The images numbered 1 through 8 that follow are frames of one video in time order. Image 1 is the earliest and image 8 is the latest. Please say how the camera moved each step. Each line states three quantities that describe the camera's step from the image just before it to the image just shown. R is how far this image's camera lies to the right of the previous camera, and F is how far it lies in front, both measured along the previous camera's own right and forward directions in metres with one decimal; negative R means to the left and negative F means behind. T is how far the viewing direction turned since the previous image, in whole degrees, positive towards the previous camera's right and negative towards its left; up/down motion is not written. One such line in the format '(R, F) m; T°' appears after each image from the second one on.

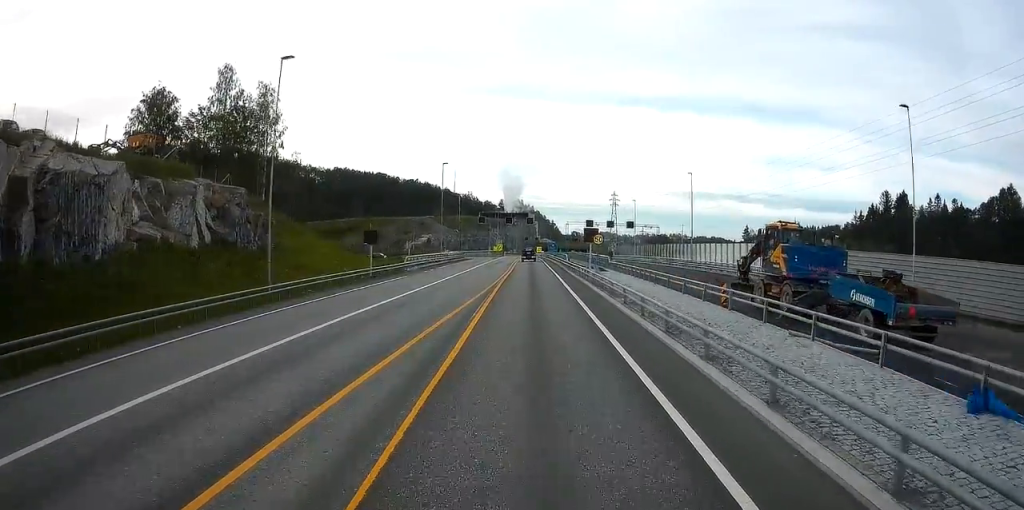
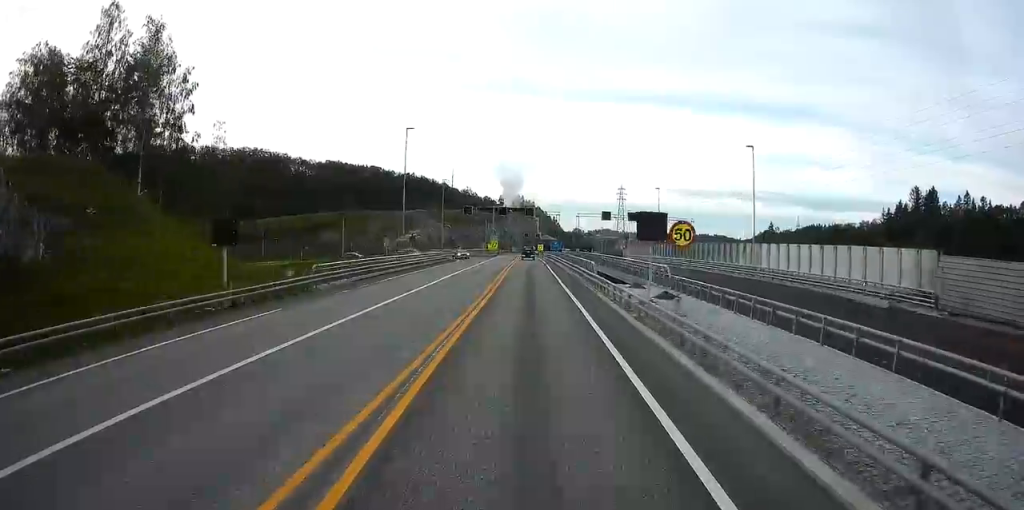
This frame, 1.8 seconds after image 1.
(+0.2, +21.3) m; 0°
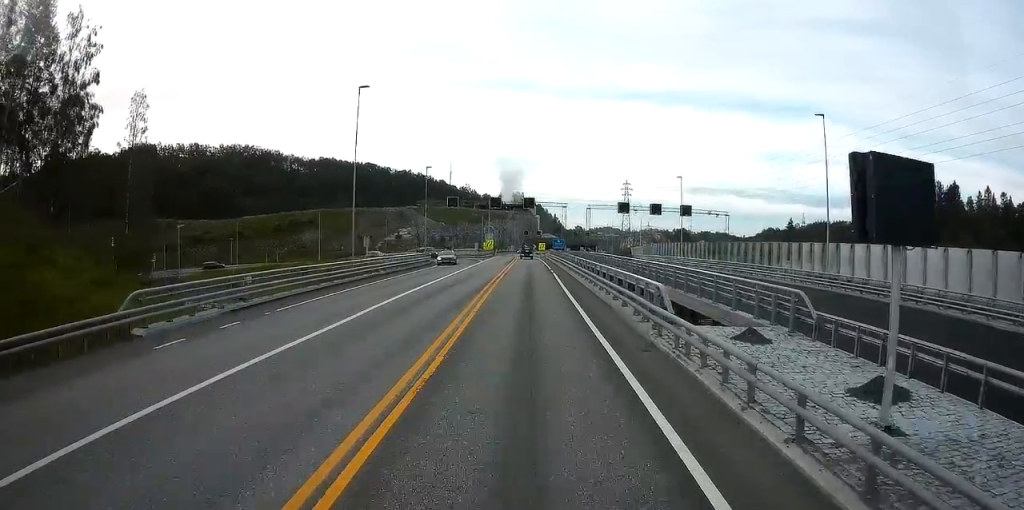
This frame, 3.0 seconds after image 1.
(-0.2, +14.3) m; -1°
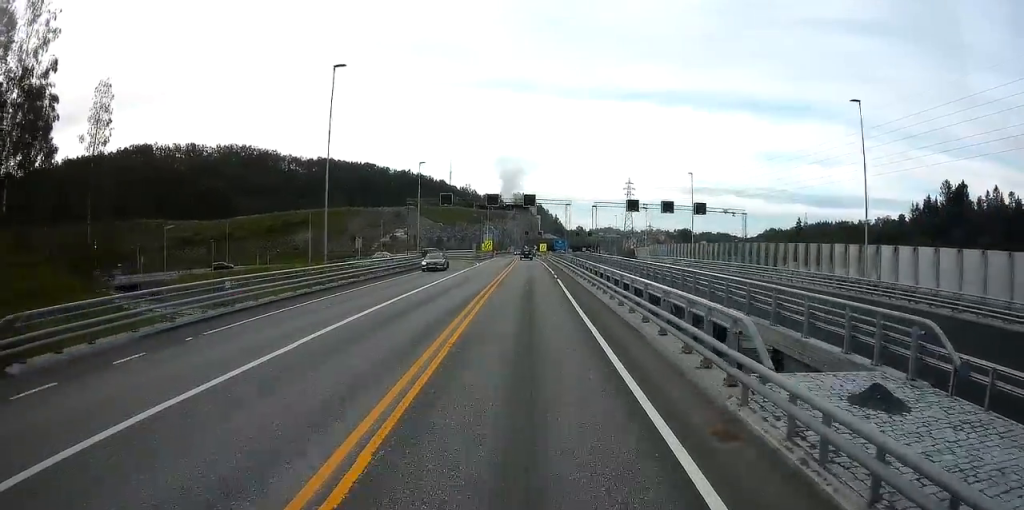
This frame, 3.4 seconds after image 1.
(0.0, +5.1) m; 0°
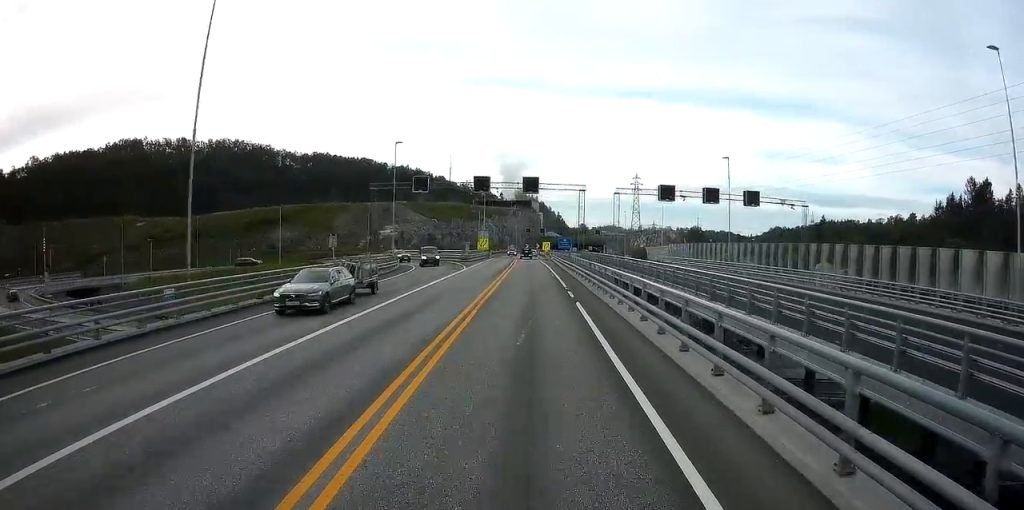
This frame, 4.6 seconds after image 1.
(0.0, +13.6) m; -1°
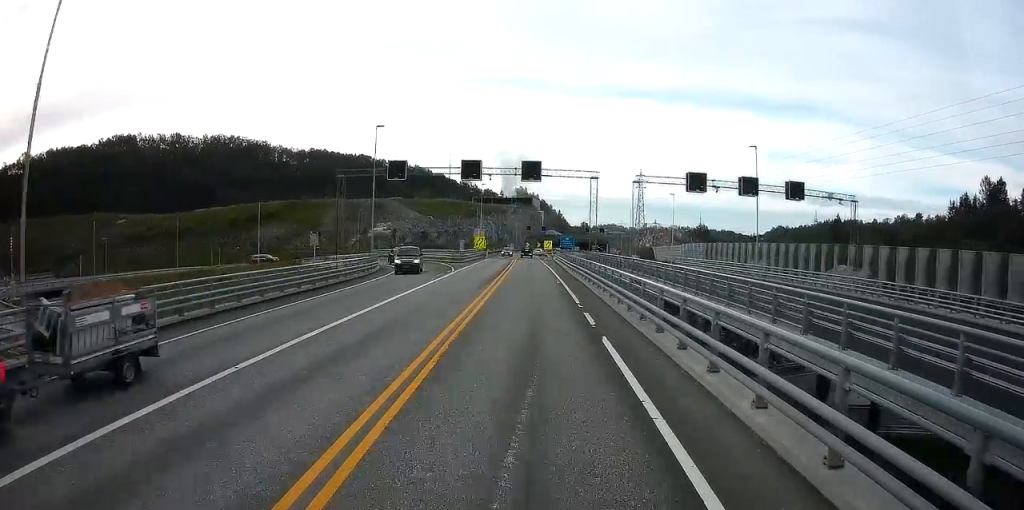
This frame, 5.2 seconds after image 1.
(-0.1, +7.7) m; -1°
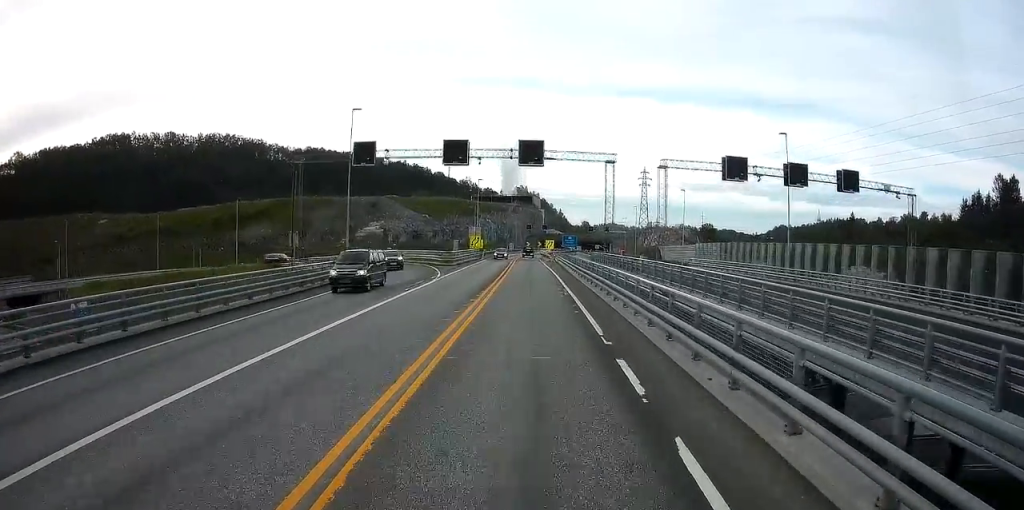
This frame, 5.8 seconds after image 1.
(0.0, +6.9) m; 0°
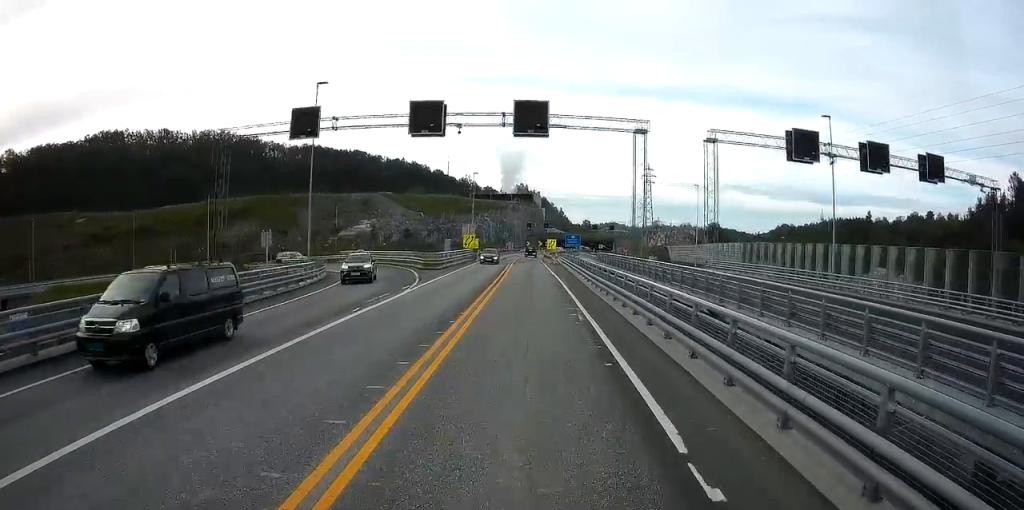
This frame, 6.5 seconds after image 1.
(0.0, +7.7) m; +1°
